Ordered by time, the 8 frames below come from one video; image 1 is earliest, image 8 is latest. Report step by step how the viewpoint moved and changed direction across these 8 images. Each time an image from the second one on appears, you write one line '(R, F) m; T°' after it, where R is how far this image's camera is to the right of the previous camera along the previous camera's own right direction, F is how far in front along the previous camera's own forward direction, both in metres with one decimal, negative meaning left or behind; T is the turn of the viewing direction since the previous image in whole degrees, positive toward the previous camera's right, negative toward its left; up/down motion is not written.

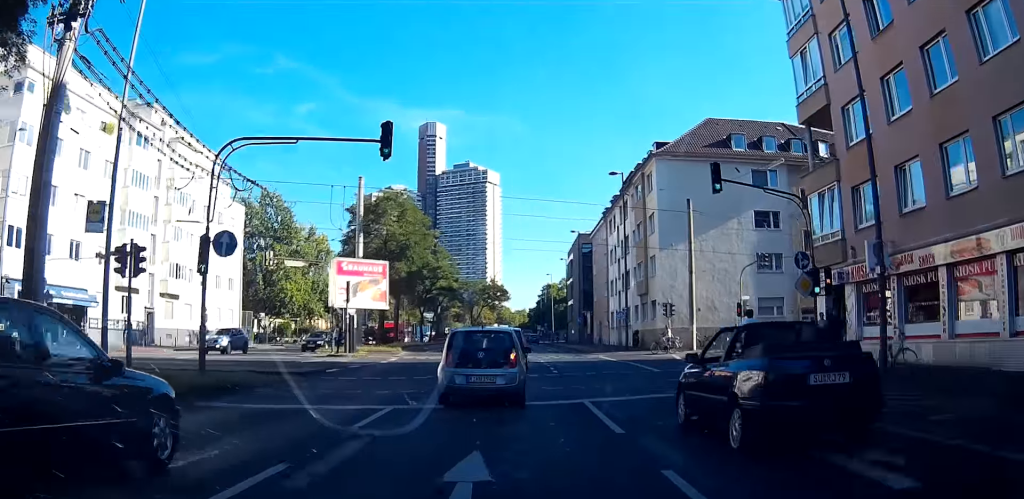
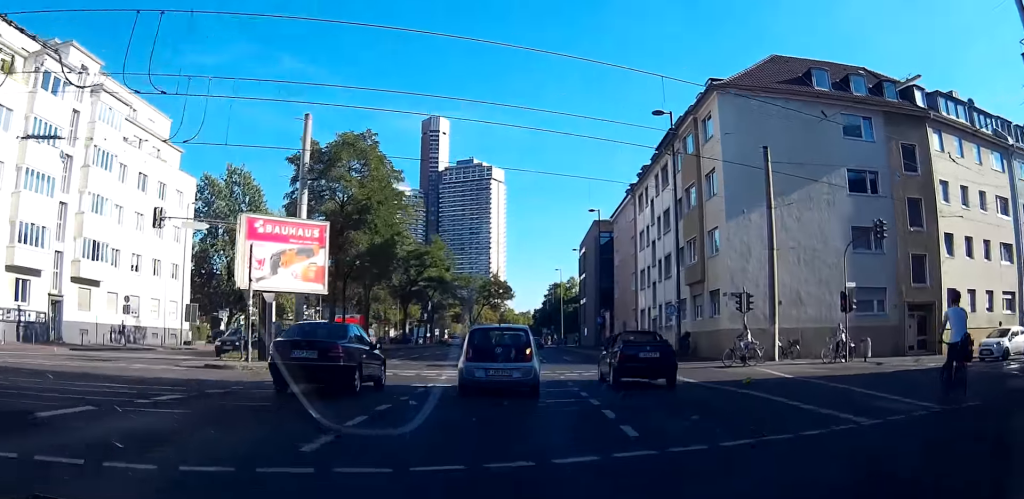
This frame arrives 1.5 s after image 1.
(-0.1, +17.5) m; -1°
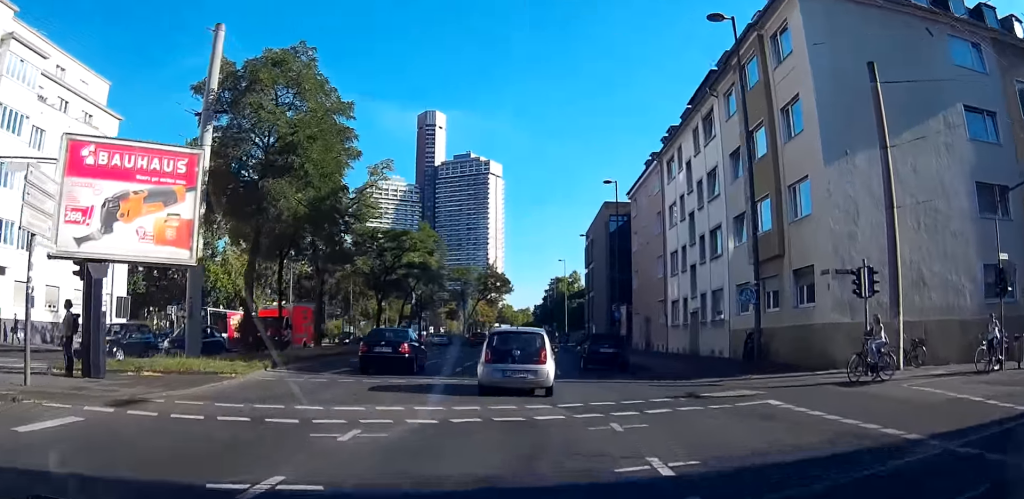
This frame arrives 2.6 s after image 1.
(-0.2, +14.4) m; -1°
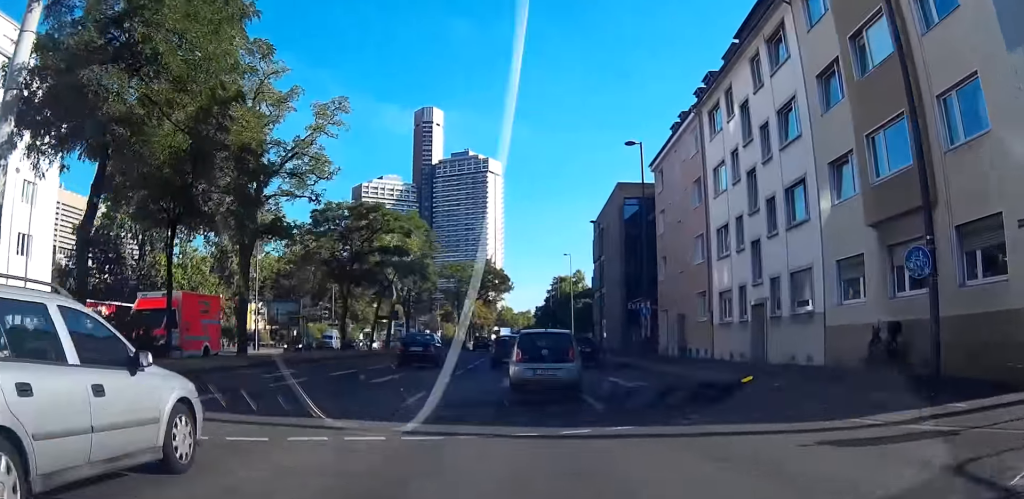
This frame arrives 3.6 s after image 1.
(-0.1, +13.0) m; -2°
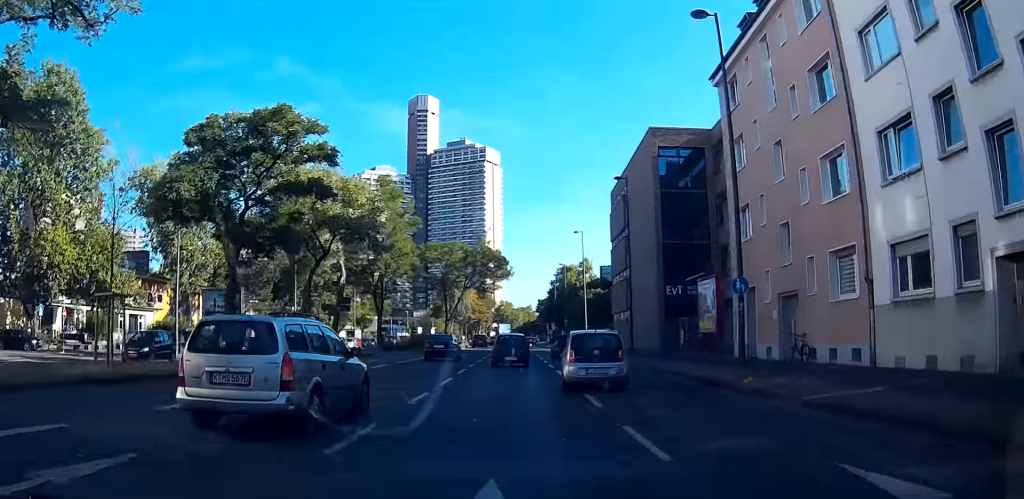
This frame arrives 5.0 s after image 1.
(-0.2, +20.0) m; 0°
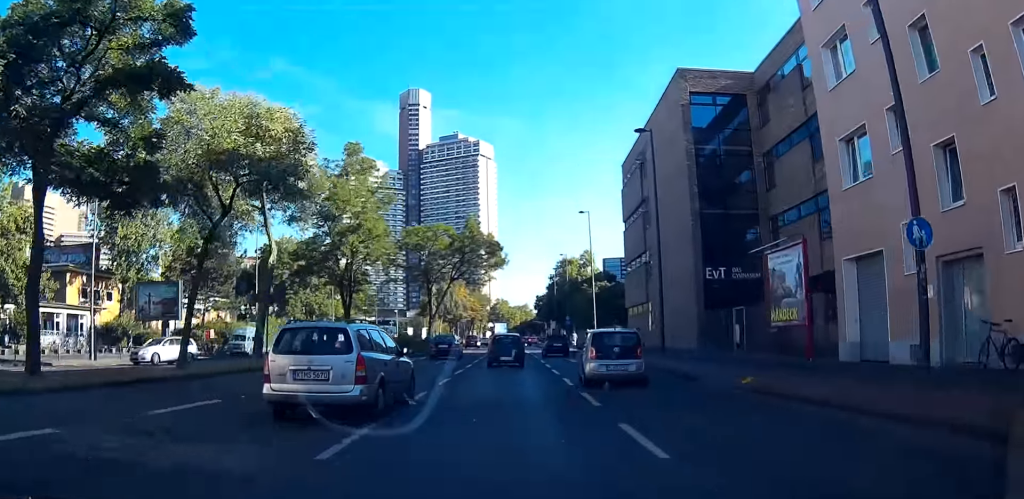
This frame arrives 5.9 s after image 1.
(+0.1, +12.3) m; -2°
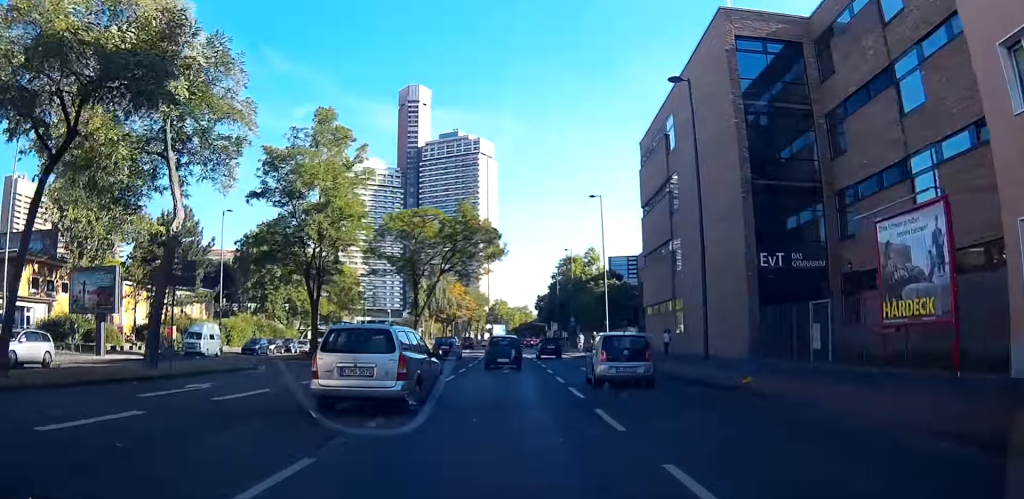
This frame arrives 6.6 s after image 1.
(-0.2, +9.4) m; -2°
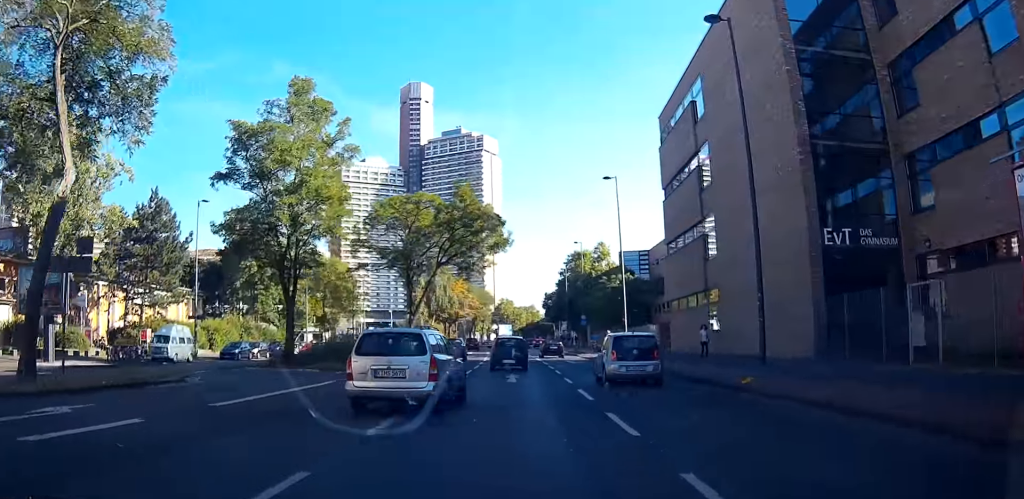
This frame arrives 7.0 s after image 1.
(-0.1, +6.5) m; 0°
